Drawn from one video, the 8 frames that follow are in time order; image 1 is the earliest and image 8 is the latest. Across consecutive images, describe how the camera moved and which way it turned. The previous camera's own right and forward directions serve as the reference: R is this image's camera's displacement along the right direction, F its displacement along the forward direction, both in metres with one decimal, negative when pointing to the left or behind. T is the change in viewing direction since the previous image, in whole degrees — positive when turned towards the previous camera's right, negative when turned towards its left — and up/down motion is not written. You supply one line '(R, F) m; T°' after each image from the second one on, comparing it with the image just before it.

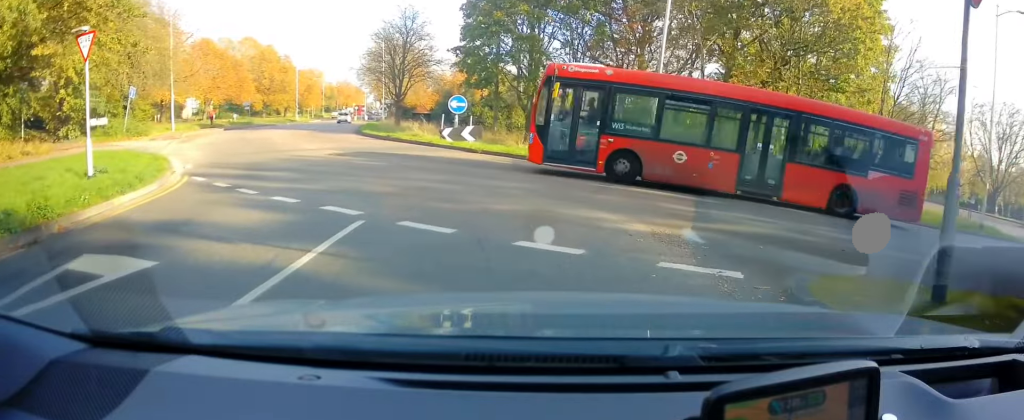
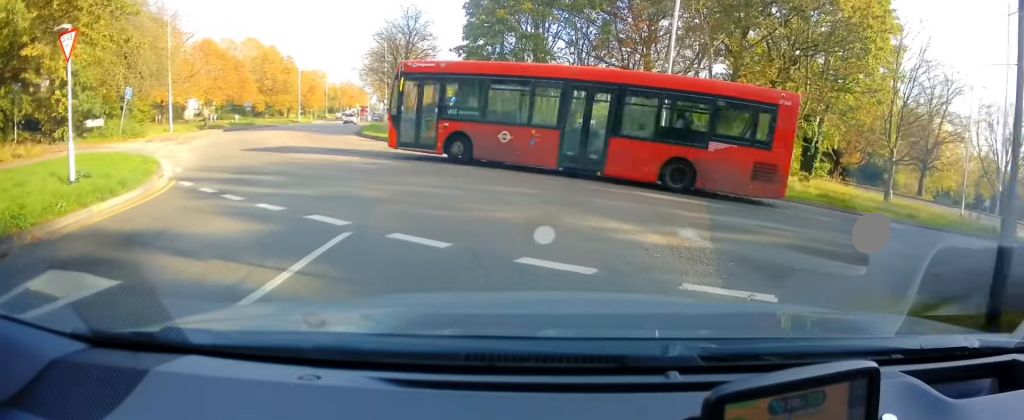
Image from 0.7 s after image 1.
(-0.2, +1.1) m; 0°
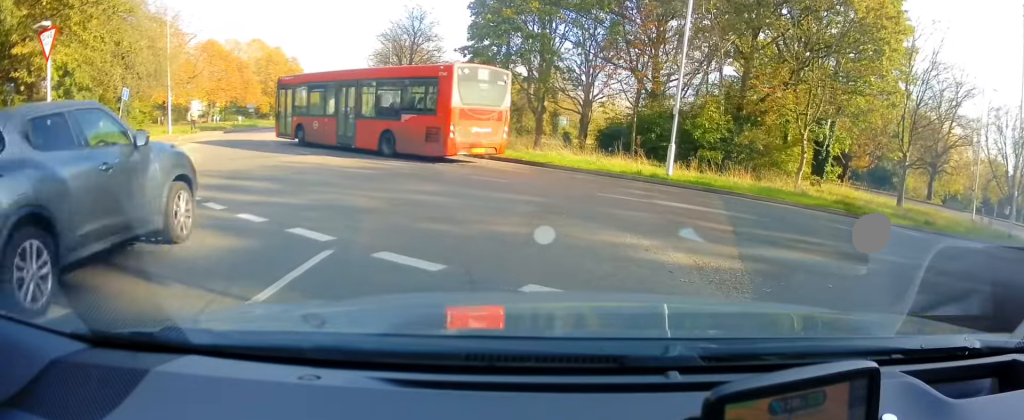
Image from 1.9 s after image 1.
(+0.1, +1.0) m; 0°
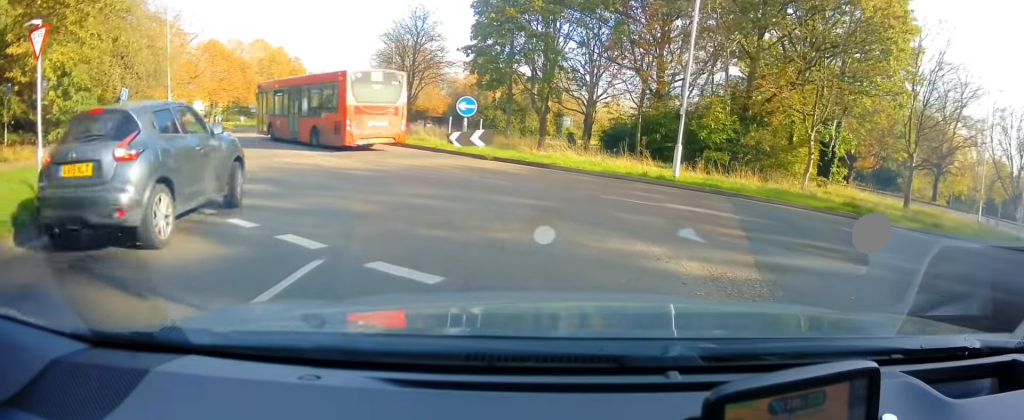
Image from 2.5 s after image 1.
(+0.2, +0.2) m; 0°
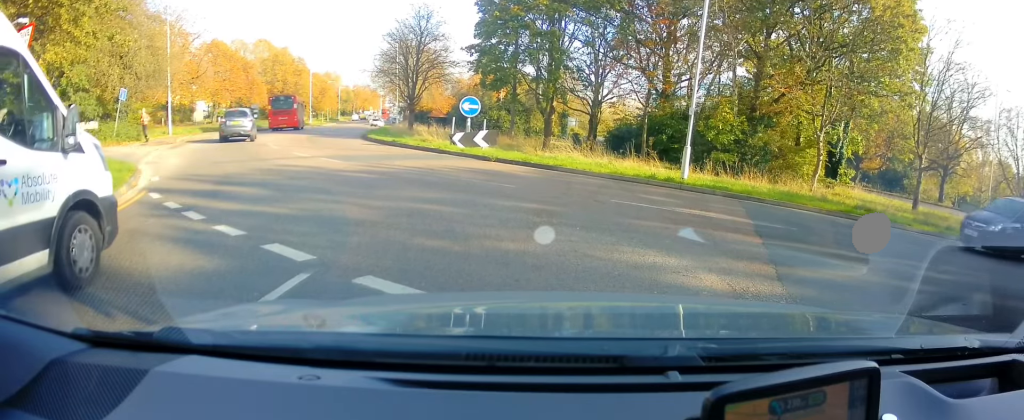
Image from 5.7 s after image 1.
(+0.3, +0.3) m; 0°
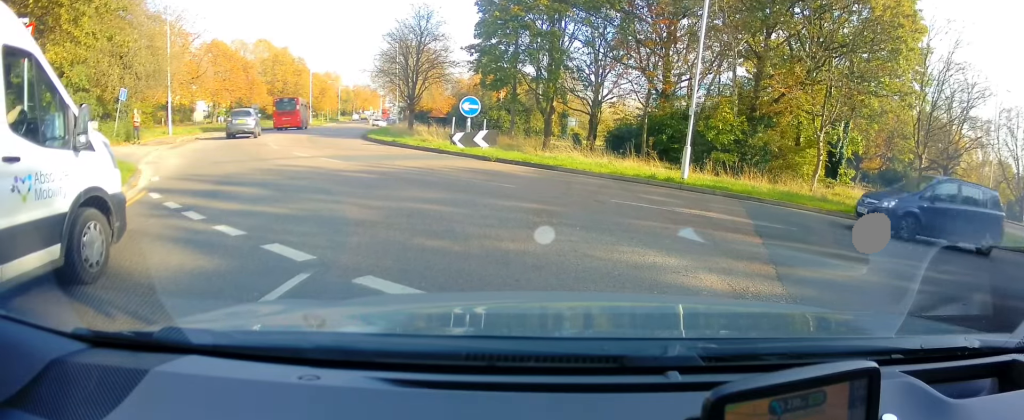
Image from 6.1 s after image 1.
(0.0, 0.0) m; 0°
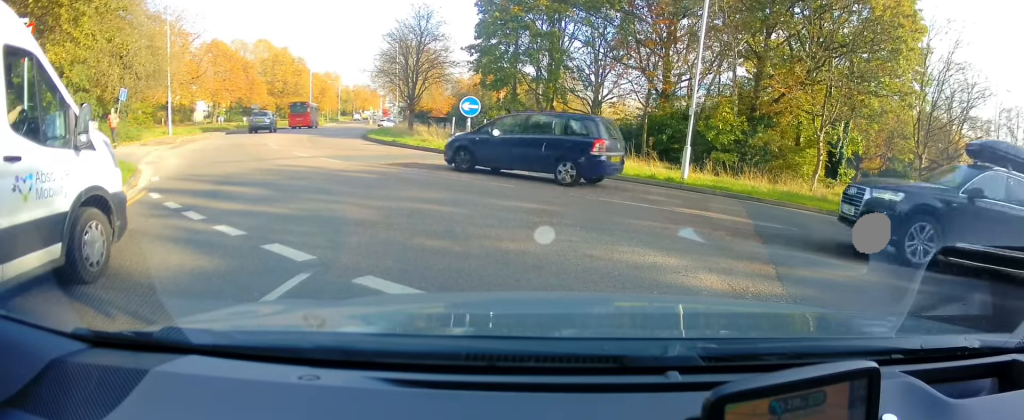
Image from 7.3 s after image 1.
(0.0, 0.0) m; 0°
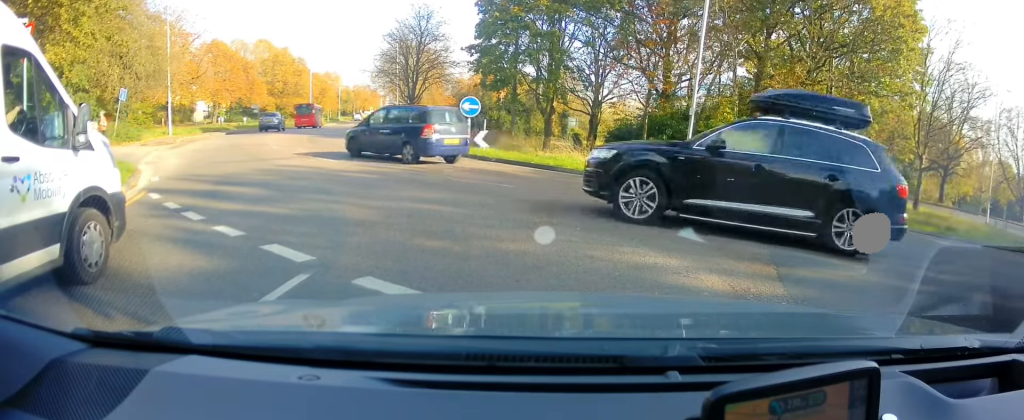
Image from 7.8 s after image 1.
(0.0, 0.0) m; 0°
